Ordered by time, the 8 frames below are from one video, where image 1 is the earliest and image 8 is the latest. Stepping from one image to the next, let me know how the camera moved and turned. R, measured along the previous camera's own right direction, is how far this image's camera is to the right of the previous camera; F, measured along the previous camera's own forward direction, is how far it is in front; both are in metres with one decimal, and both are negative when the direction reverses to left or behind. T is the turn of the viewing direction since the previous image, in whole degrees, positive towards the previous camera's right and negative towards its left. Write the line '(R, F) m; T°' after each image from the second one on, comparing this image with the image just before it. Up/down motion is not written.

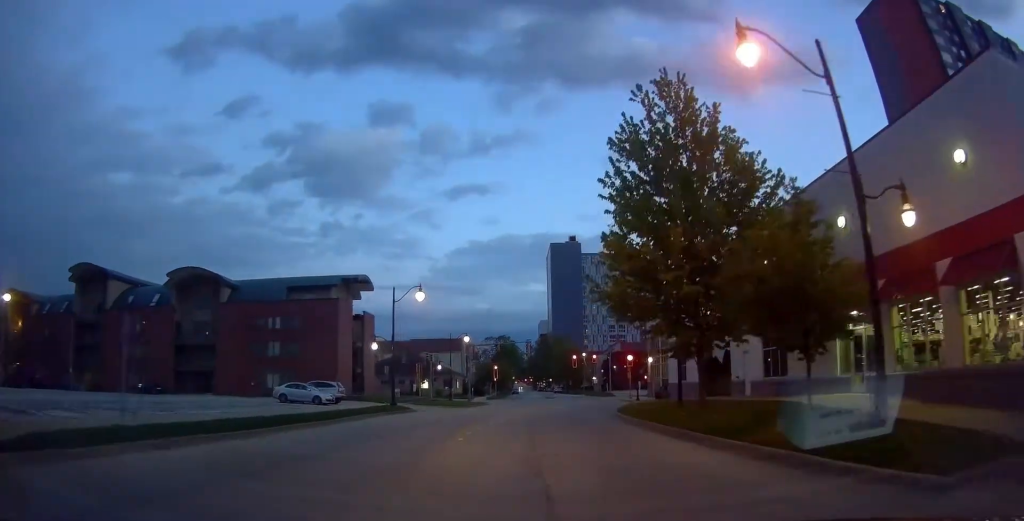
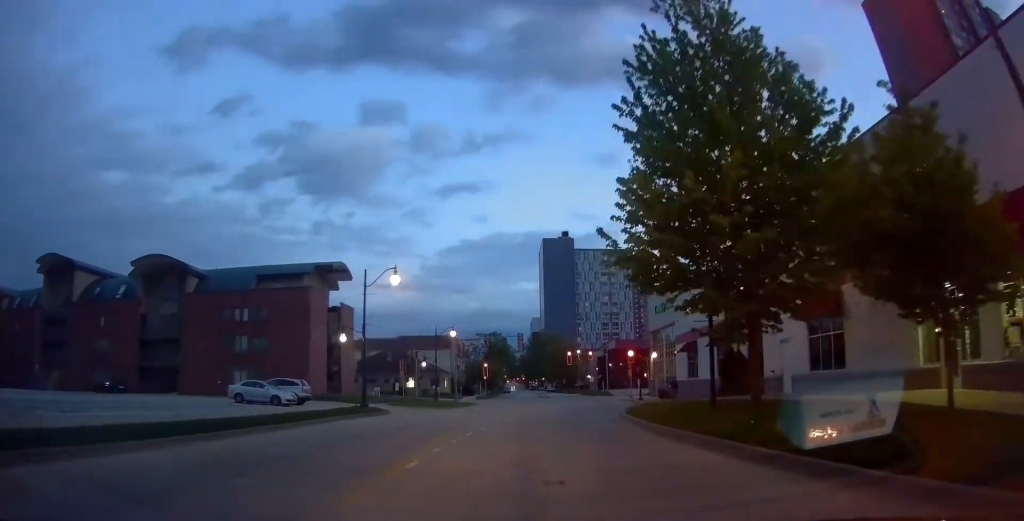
(-0.1, +5.5) m; +1°
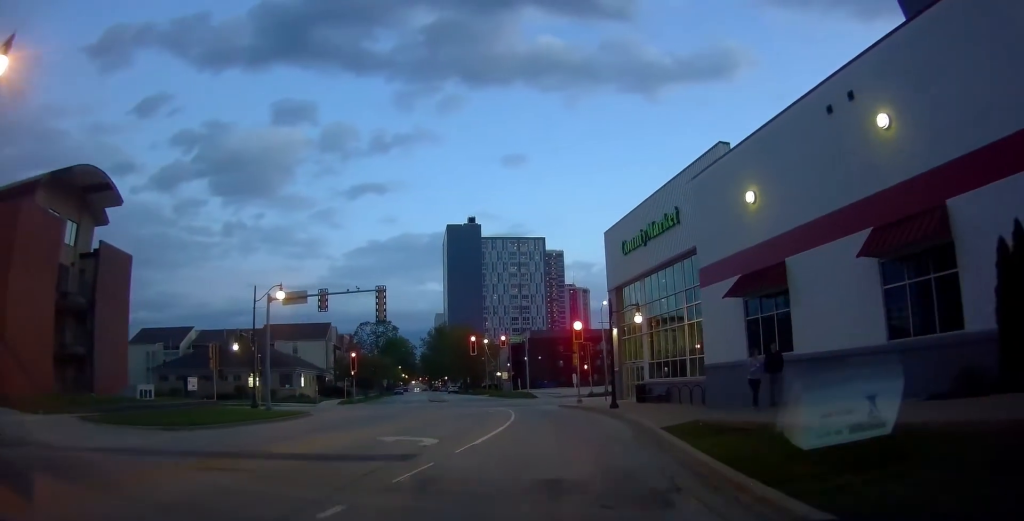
(+1.4, +27.0) m; +9°
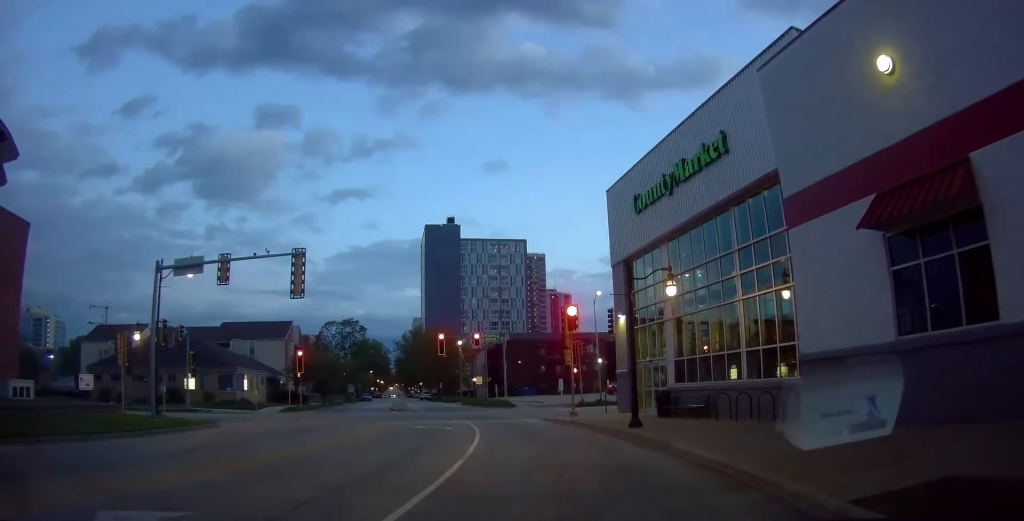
(+0.8, +10.5) m; +5°
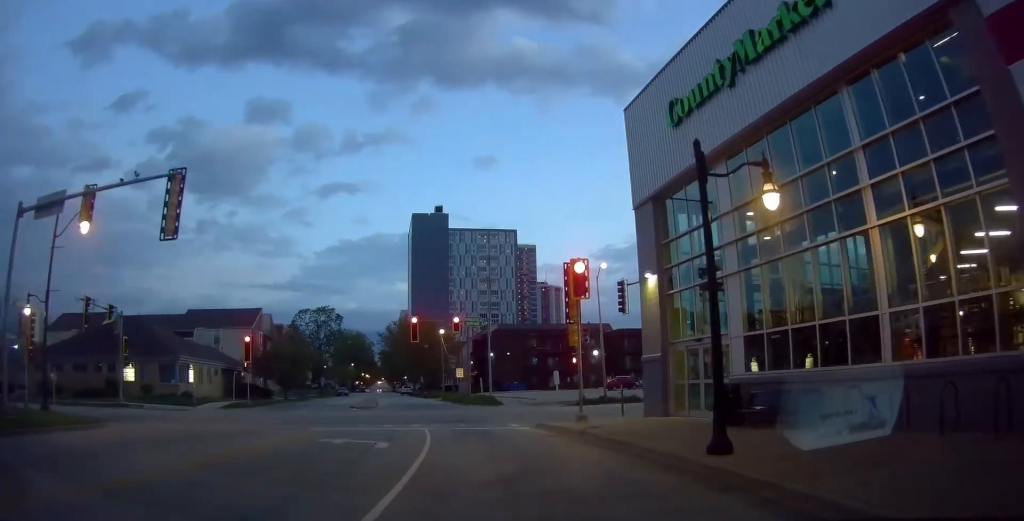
(0.0, +9.4) m; 0°
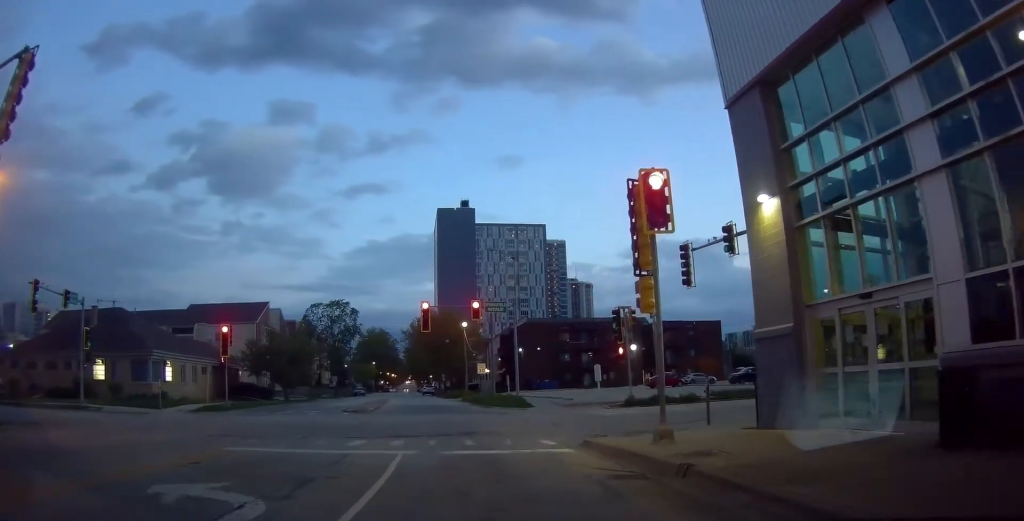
(+0.2, +9.1) m; +3°
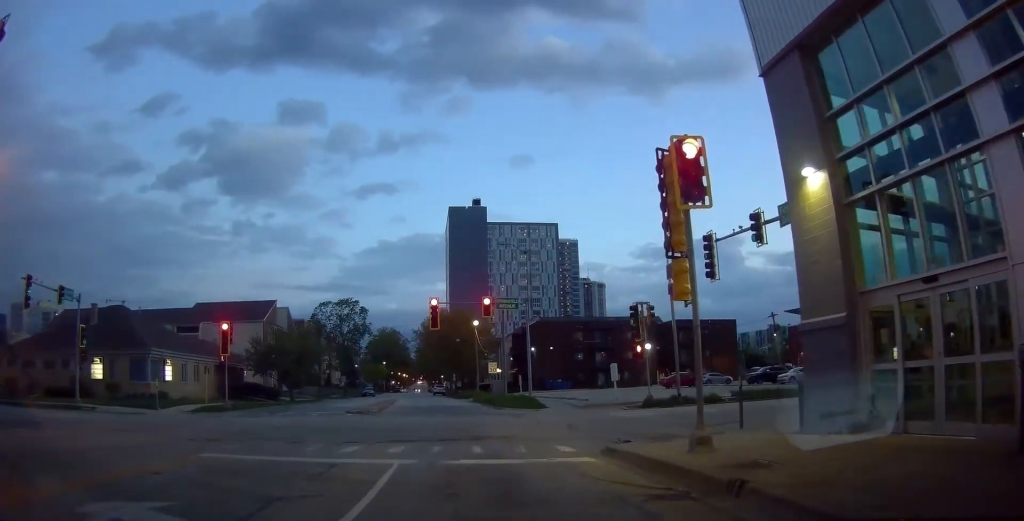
(0.0, +2.1) m; 0°
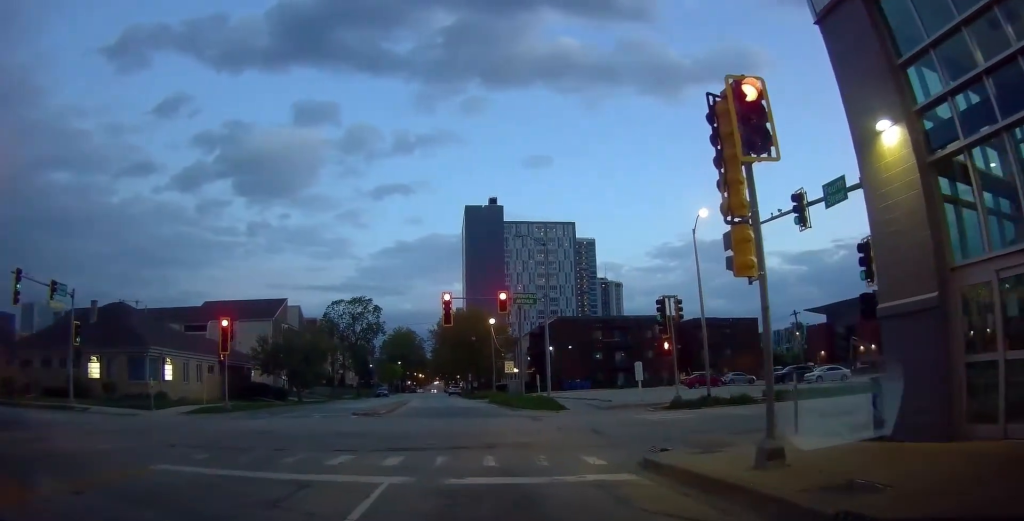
(0.0, +2.6) m; -2°
